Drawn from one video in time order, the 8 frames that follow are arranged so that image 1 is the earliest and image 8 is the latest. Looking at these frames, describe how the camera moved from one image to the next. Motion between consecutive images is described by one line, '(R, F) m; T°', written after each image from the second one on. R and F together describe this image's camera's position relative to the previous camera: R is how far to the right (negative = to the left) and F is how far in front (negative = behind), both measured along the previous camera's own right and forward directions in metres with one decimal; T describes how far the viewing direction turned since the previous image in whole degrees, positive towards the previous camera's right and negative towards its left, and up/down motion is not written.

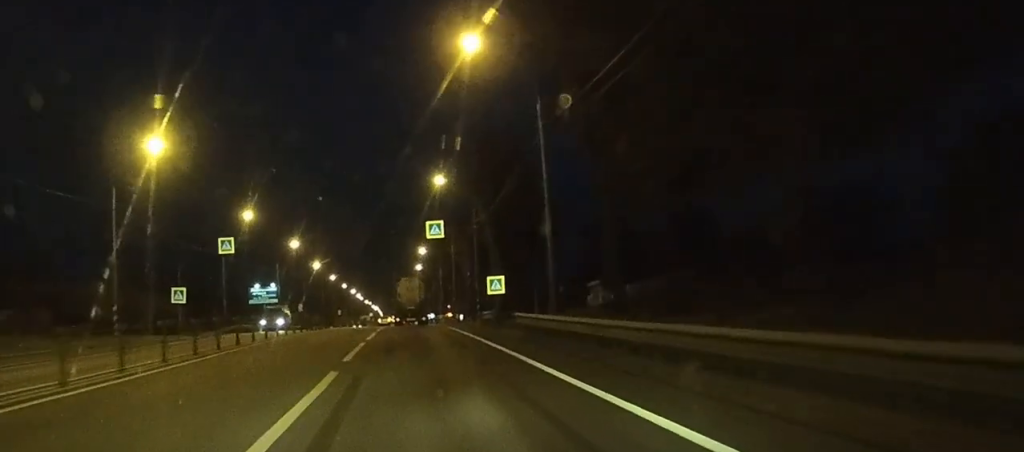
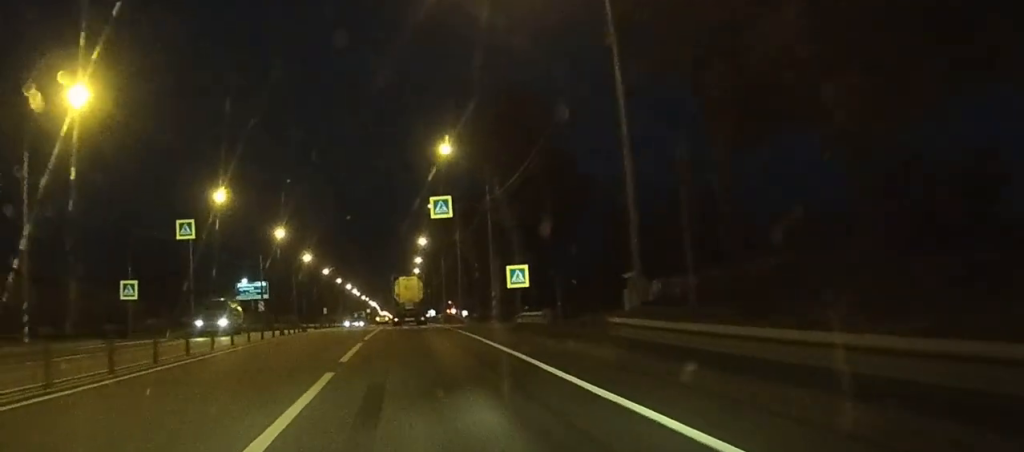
(0.0, +12.3) m; 0°
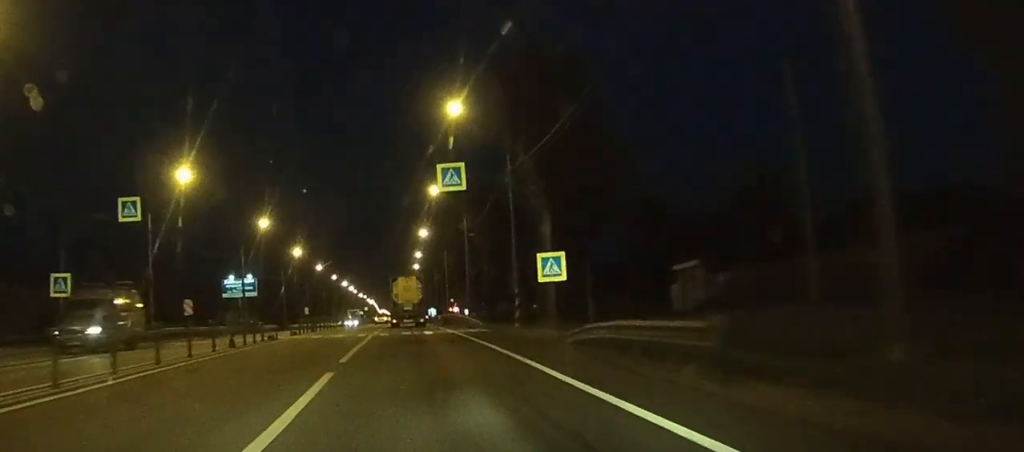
(0.0, +11.5) m; 0°
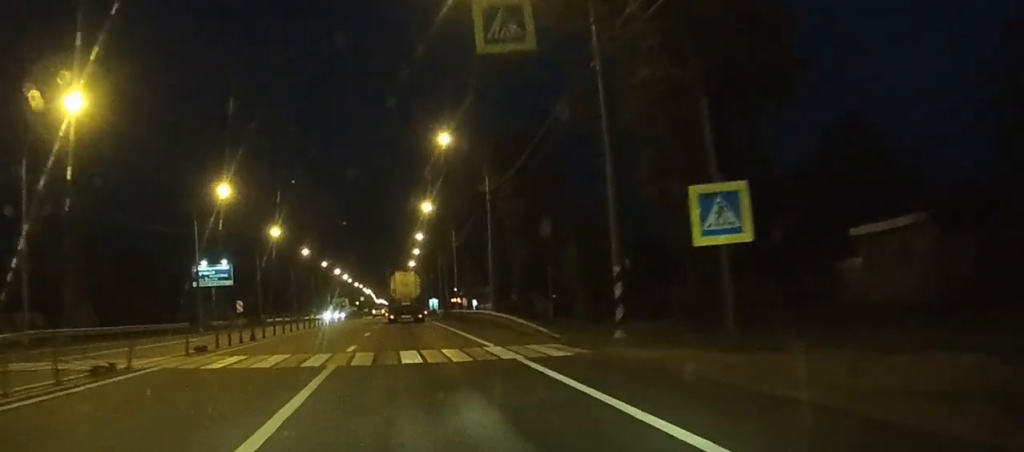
(0.0, +20.6) m; +1°
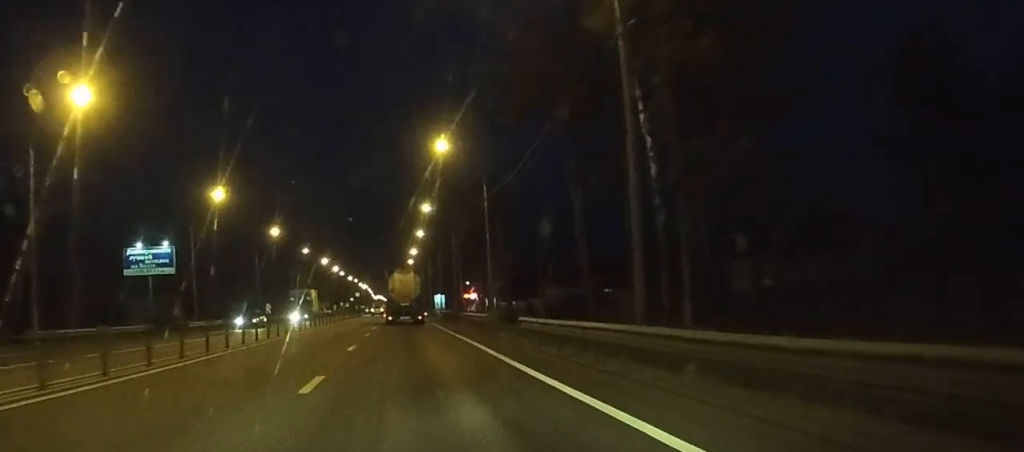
(+0.1, +34.2) m; 0°
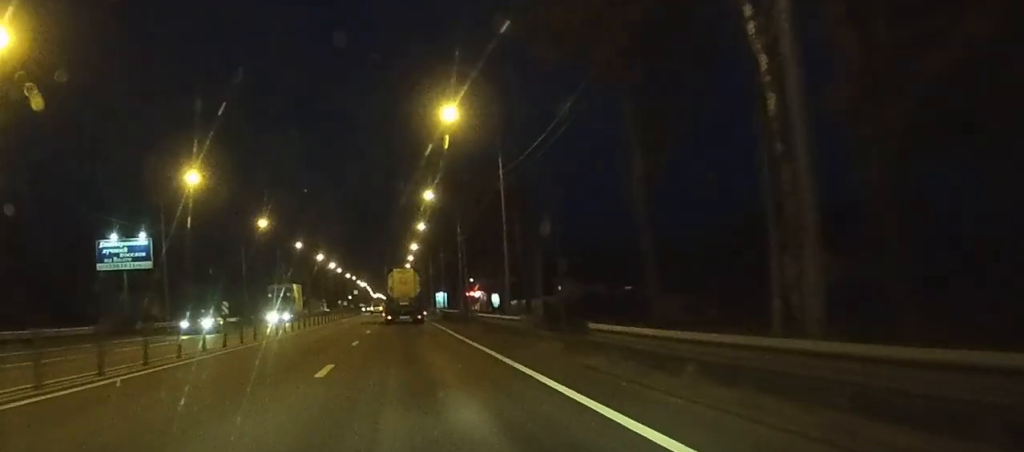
(0.0, +9.1) m; 0°
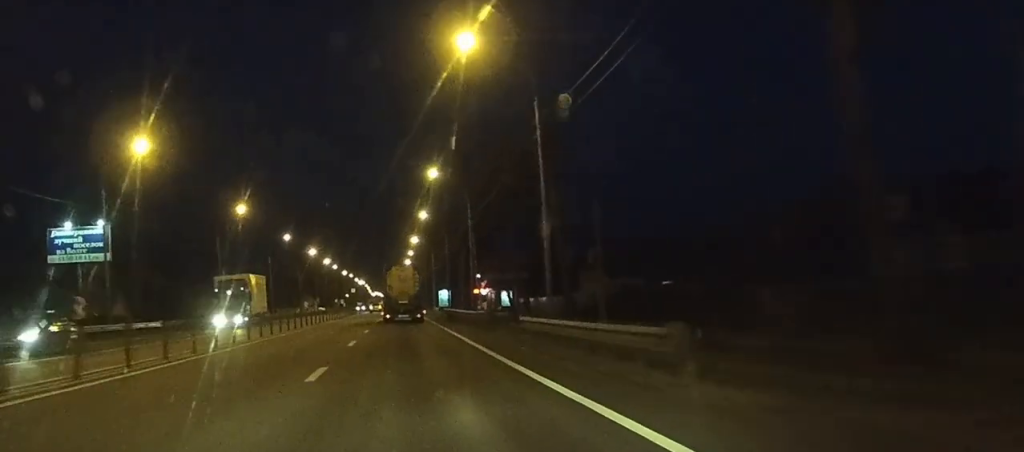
(+0.1, +13.0) m; 0°
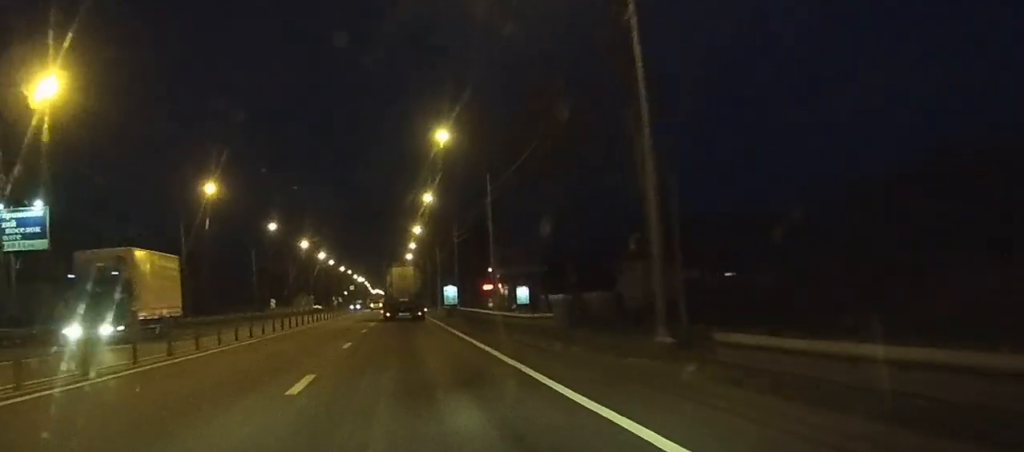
(0.0, +14.3) m; 0°
